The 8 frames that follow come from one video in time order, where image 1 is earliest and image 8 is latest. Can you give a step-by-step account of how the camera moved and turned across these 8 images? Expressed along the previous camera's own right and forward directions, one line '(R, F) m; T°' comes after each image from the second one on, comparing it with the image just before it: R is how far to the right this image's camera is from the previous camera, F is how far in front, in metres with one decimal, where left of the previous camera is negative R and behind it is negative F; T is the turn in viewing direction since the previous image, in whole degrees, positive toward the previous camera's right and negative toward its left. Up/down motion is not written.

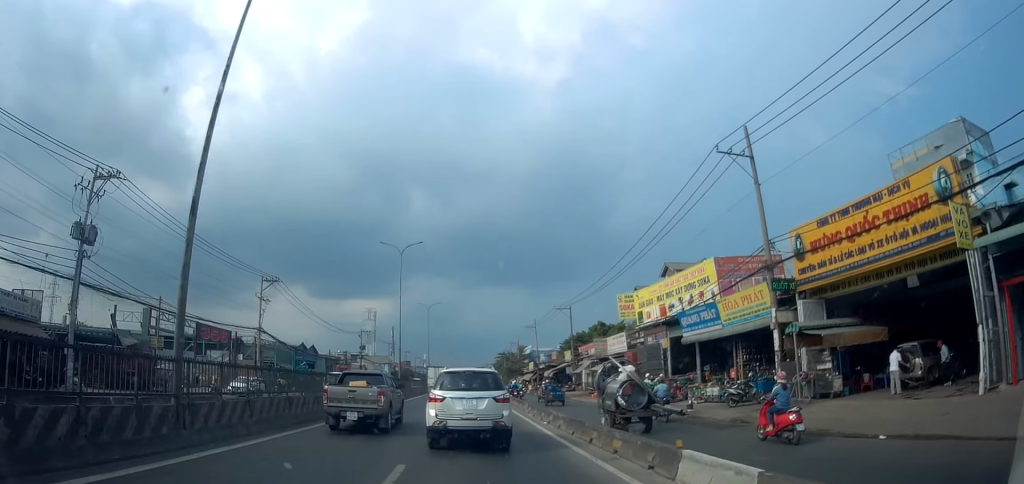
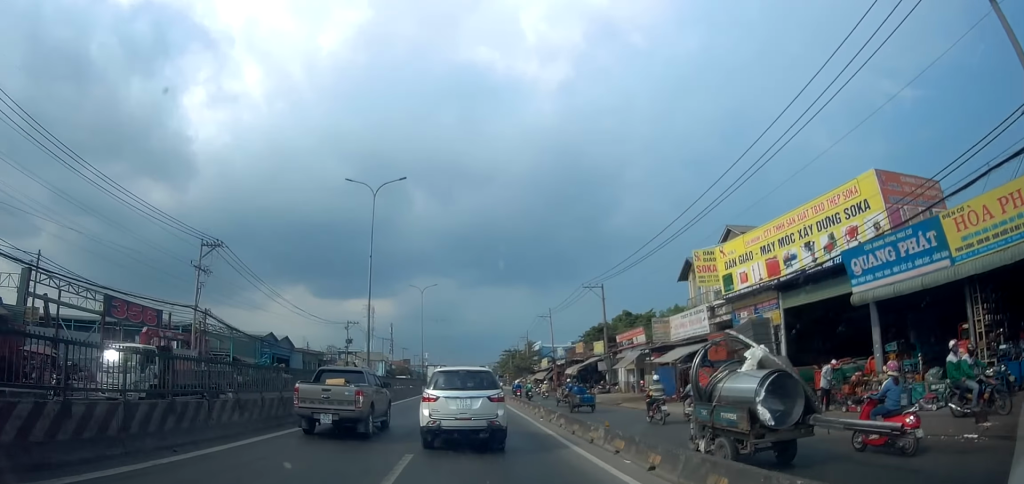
(+0.2, +14.2) m; 0°
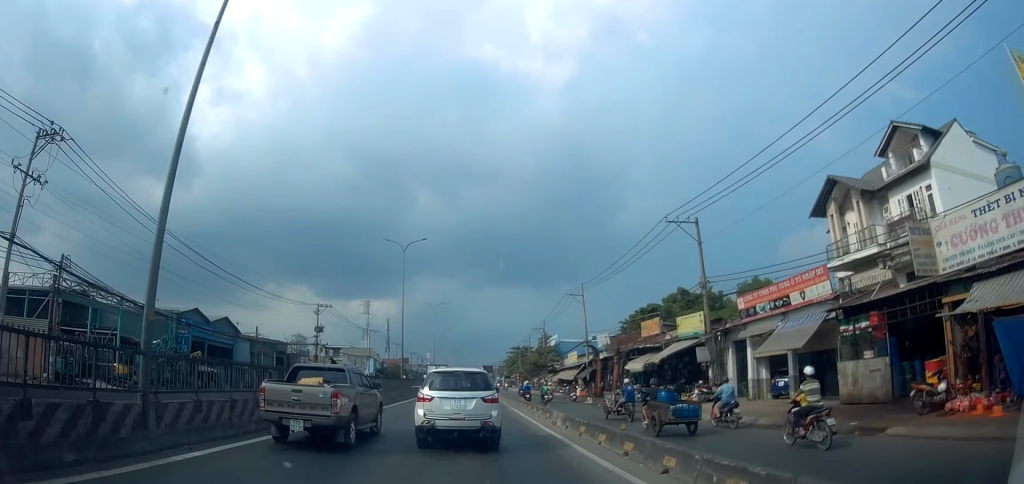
(-0.4, +20.6) m; +1°
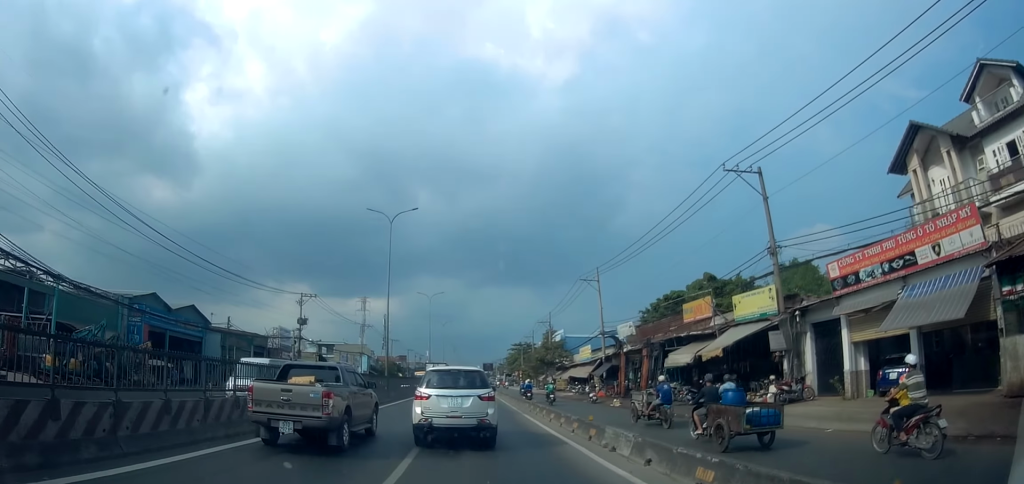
(+0.4, +7.3) m; +2°
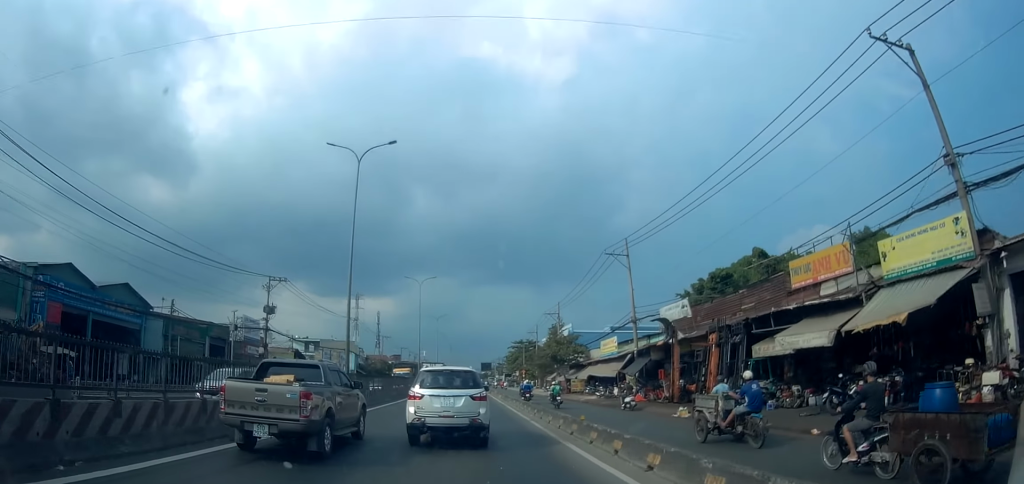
(+0.2, +10.4) m; -1°
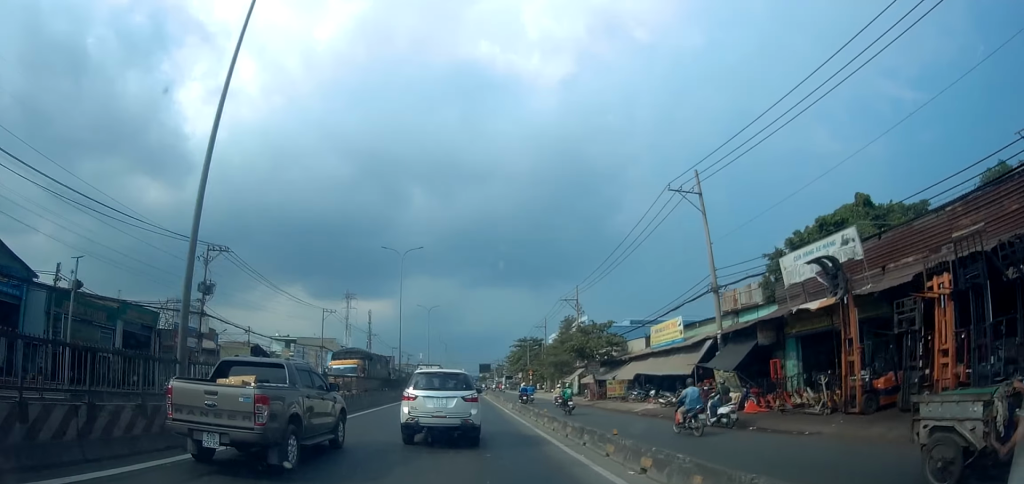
(-0.5, +14.1) m; -2°
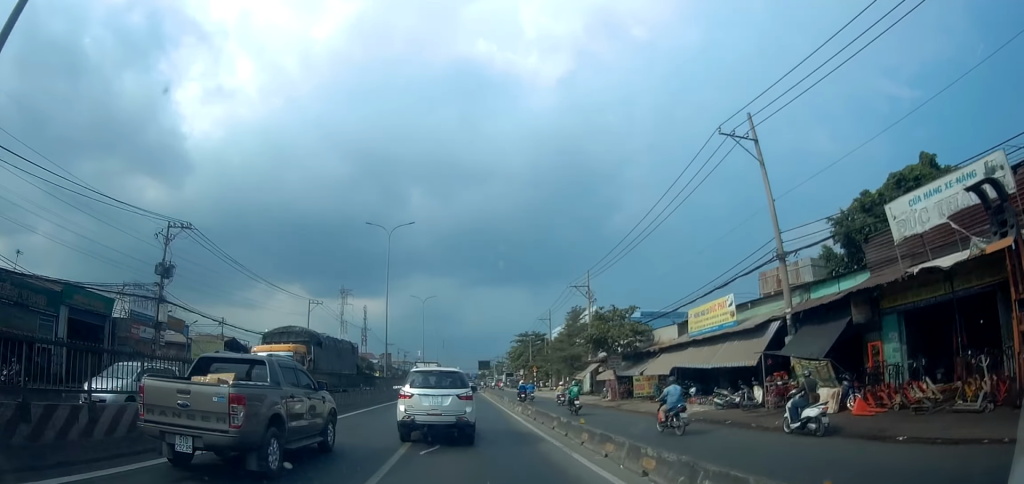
(-0.4, +6.4) m; 0°
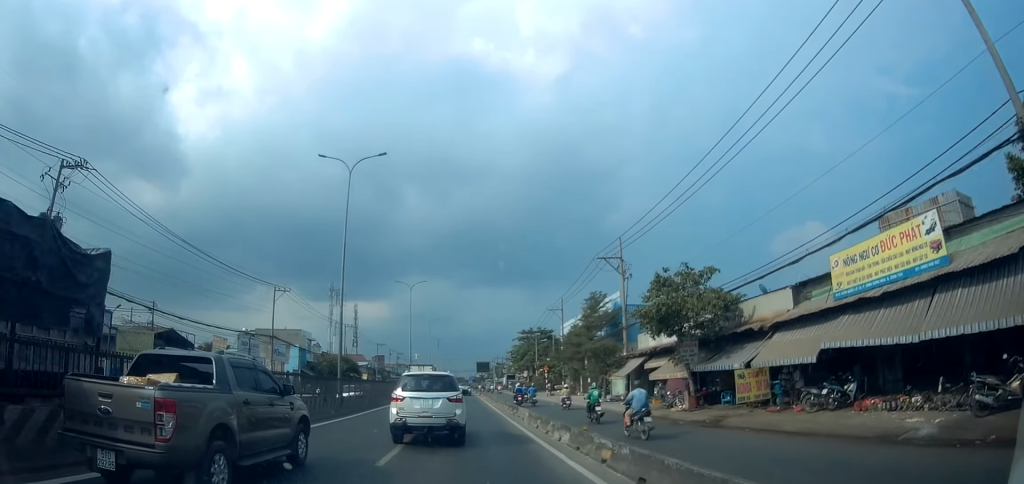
(+0.7, +12.6) m; +3°
